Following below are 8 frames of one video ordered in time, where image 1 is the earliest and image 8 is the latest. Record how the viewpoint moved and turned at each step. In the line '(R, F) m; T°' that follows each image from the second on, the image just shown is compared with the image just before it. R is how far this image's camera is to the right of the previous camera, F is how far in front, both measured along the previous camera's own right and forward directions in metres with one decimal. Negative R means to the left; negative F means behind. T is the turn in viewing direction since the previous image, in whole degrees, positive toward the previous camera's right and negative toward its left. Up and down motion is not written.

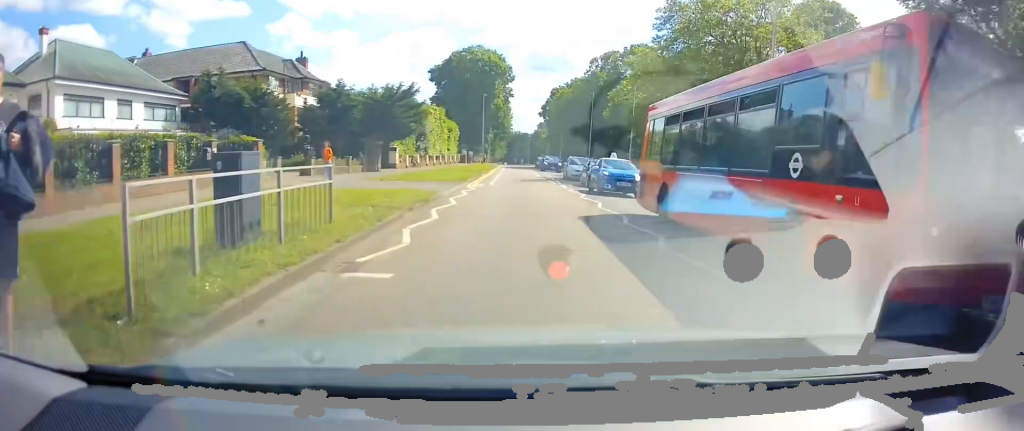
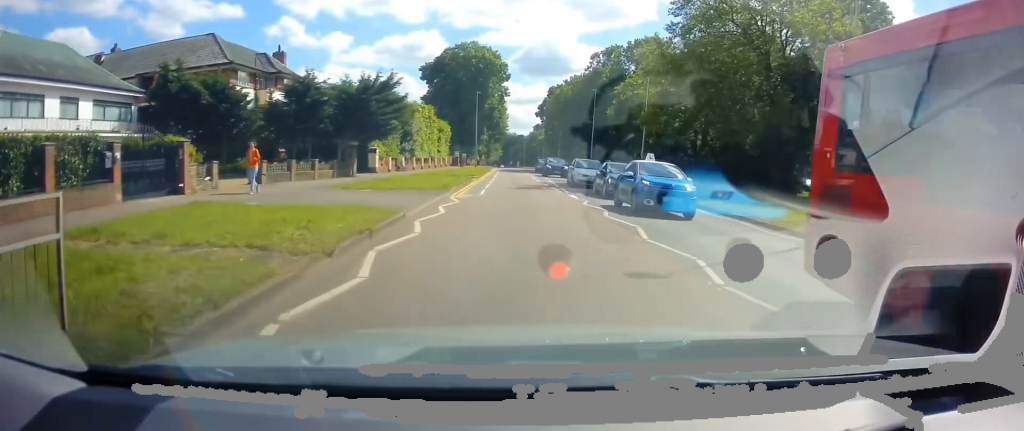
(+0.3, +5.3) m; +1°
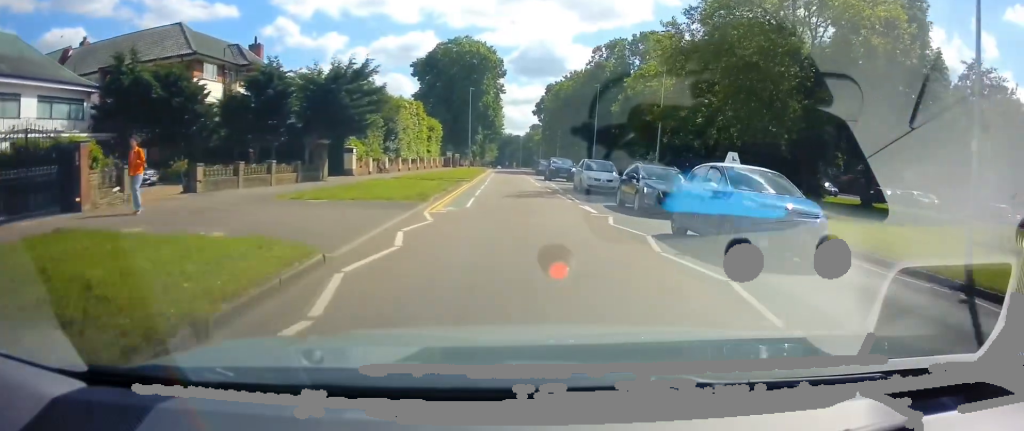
(+0.1, +4.9) m; -1°
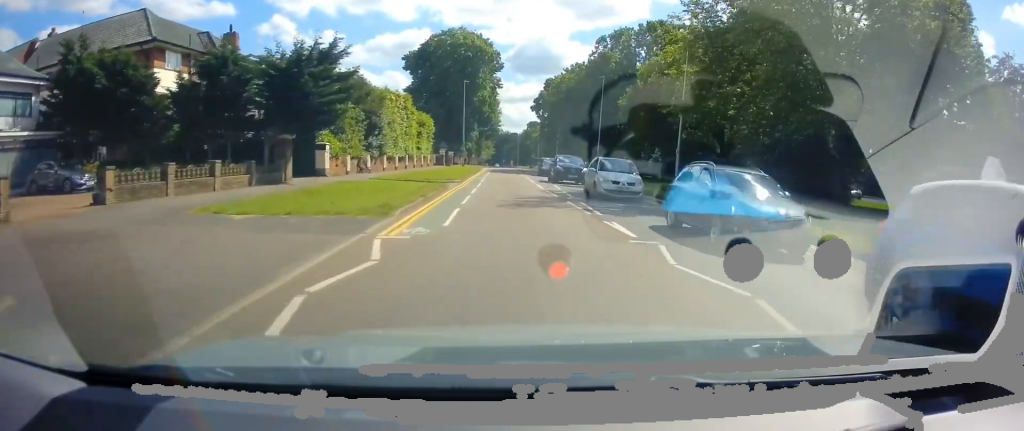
(-0.3, +4.8) m; -1°
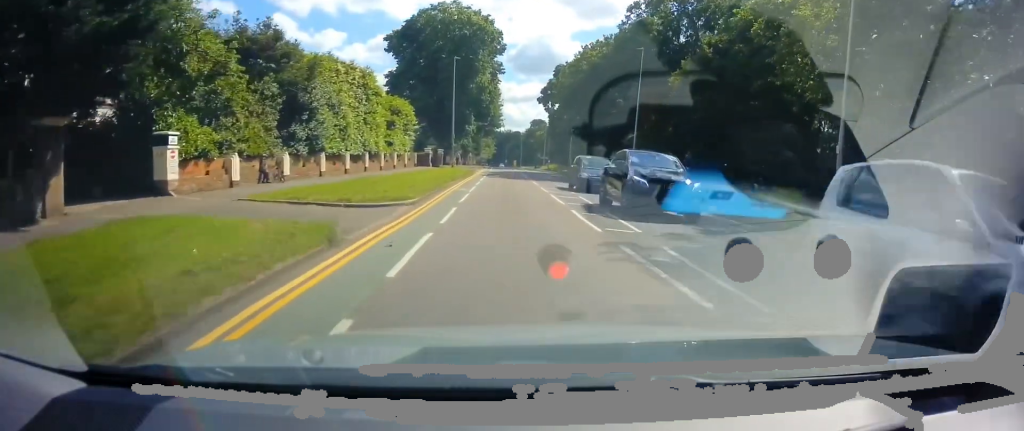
(+0.1, +15.8) m; 0°
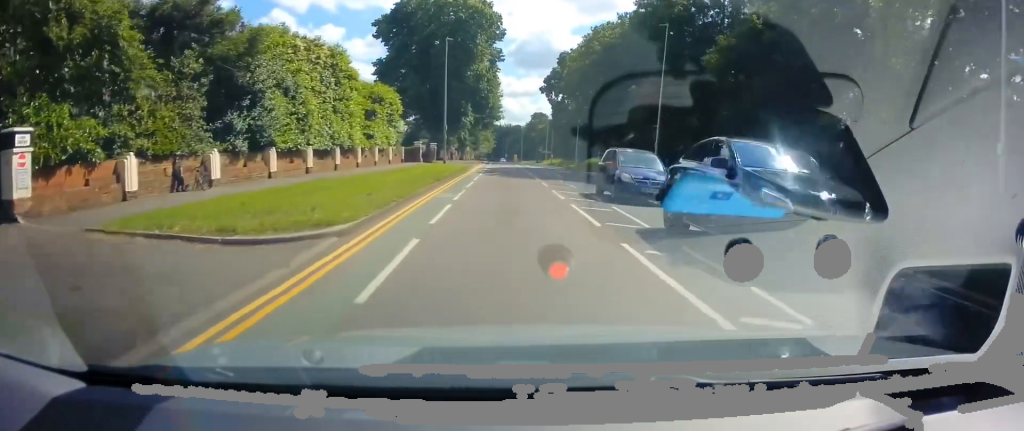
(-0.1, +6.7) m; 0°
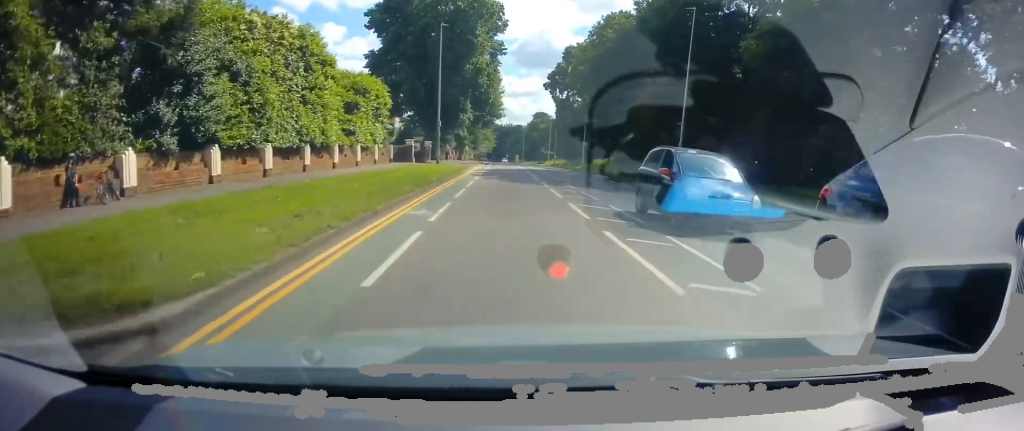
(0.0, +5.5) m; 0°
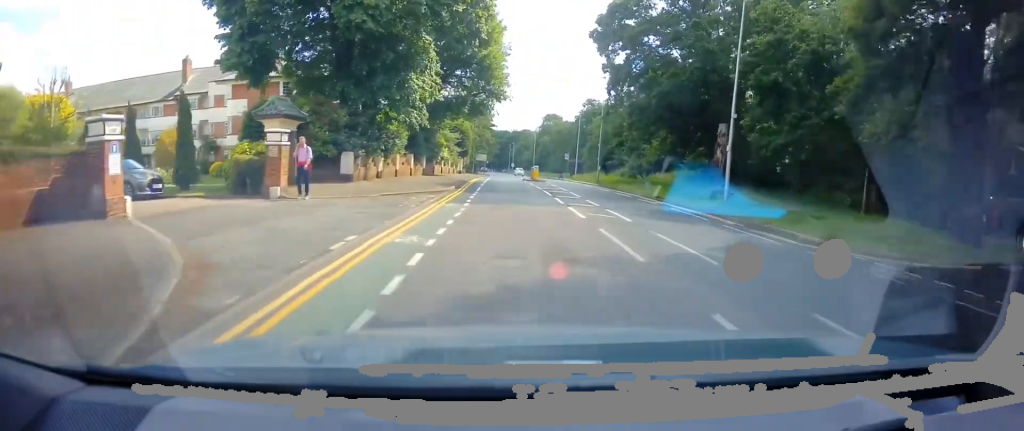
(+0.3, +33.4) m; 0°
